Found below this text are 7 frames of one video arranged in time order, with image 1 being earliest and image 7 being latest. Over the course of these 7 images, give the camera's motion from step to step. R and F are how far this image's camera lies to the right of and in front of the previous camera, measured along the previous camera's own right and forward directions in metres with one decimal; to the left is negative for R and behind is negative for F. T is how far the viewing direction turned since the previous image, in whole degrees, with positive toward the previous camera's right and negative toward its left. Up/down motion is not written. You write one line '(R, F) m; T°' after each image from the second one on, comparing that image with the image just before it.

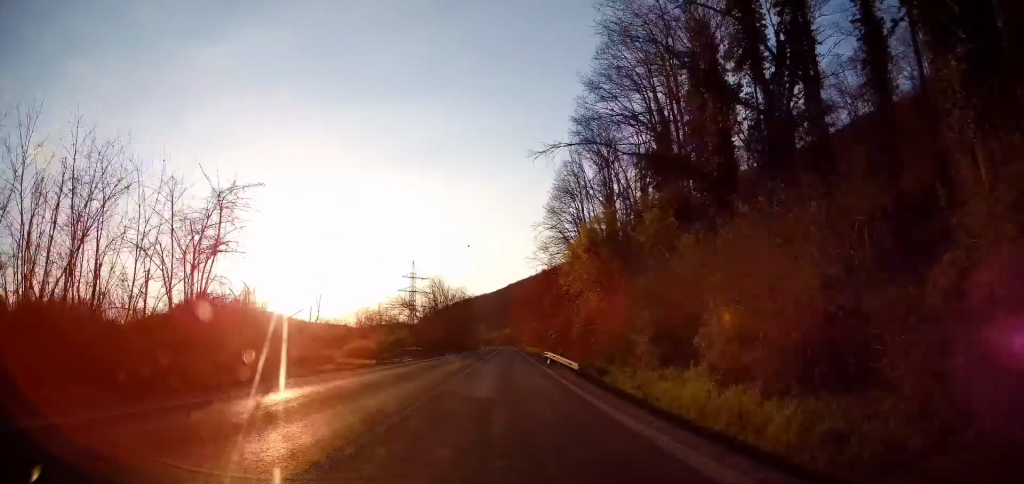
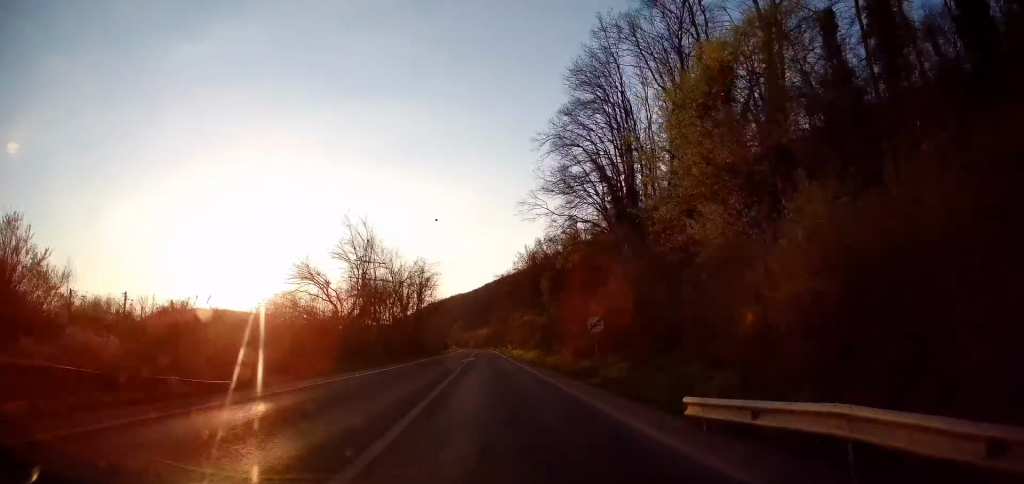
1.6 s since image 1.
(+0.8, +33.4) m; +4°
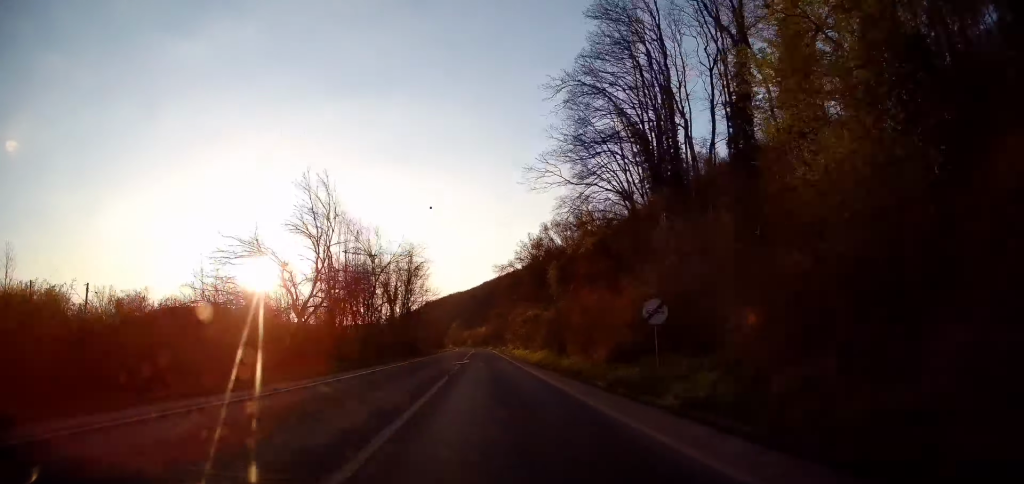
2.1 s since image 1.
(+0.3, +9.5) m; +1°
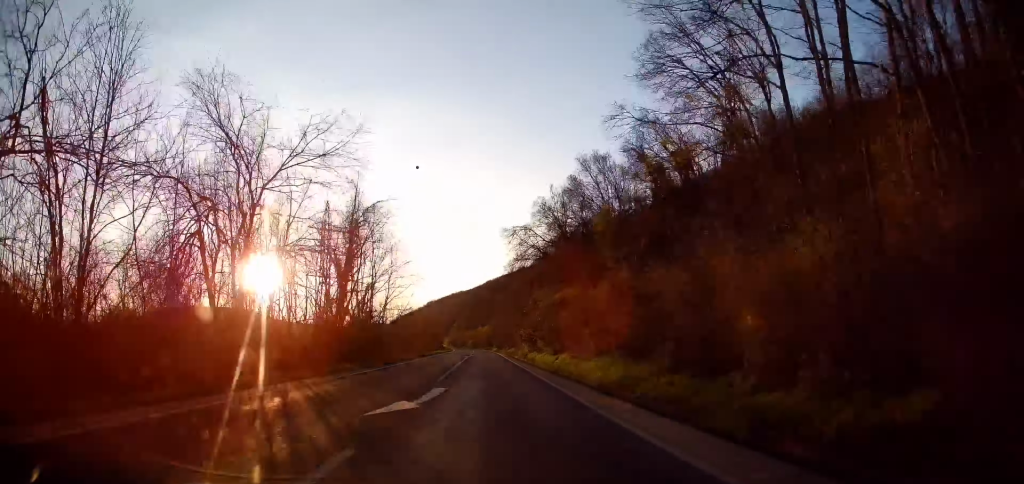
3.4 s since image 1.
(+0.4, +25.7) m; +1°
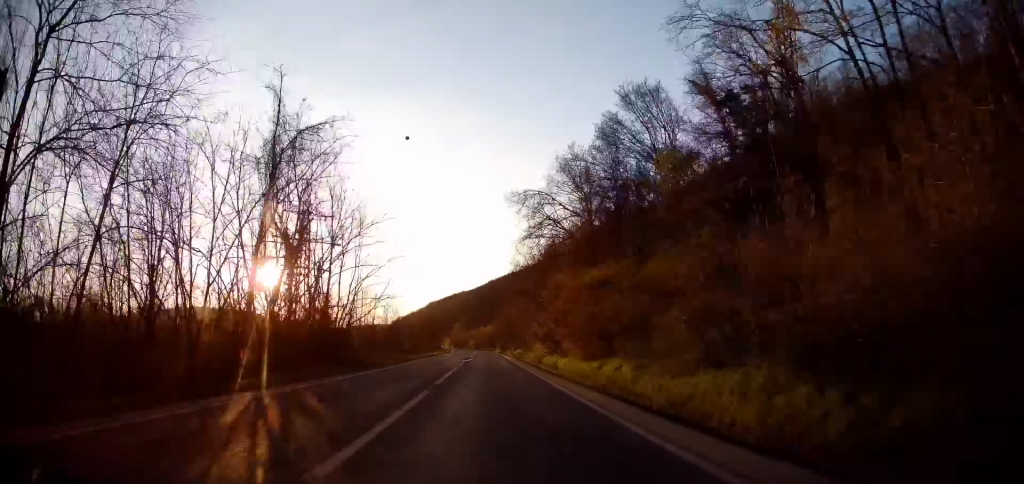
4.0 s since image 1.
(0.0, +12.8) m; -1°
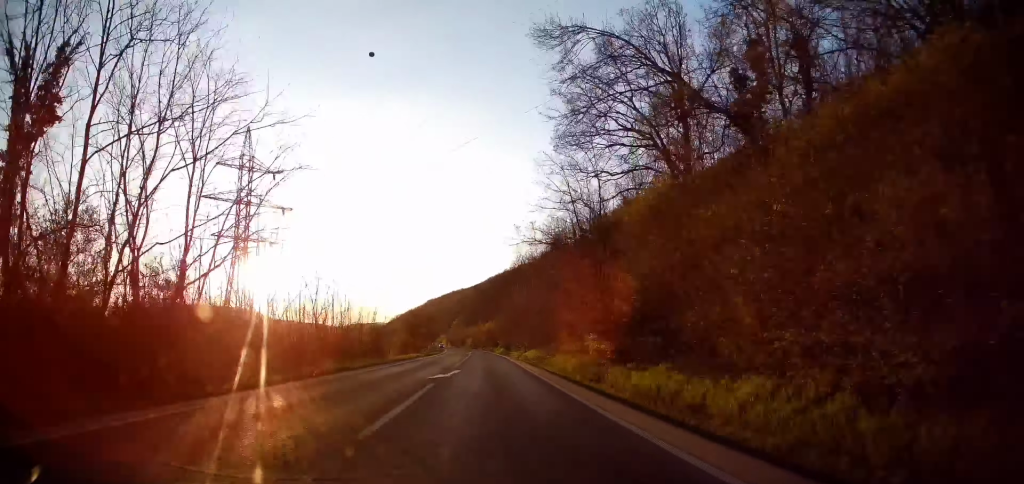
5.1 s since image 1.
(-0.3, +22.1) m; -1°
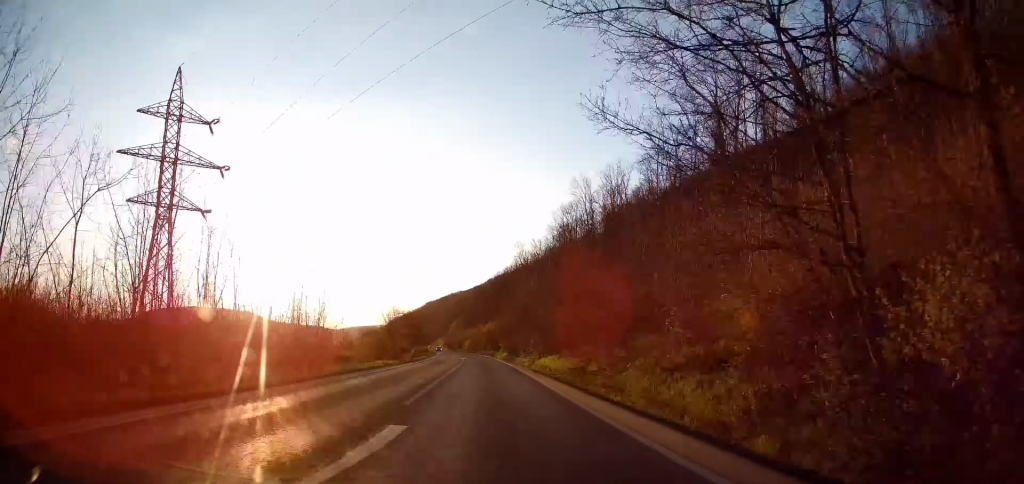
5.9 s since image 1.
(0.0, +16.8) m; 0°
